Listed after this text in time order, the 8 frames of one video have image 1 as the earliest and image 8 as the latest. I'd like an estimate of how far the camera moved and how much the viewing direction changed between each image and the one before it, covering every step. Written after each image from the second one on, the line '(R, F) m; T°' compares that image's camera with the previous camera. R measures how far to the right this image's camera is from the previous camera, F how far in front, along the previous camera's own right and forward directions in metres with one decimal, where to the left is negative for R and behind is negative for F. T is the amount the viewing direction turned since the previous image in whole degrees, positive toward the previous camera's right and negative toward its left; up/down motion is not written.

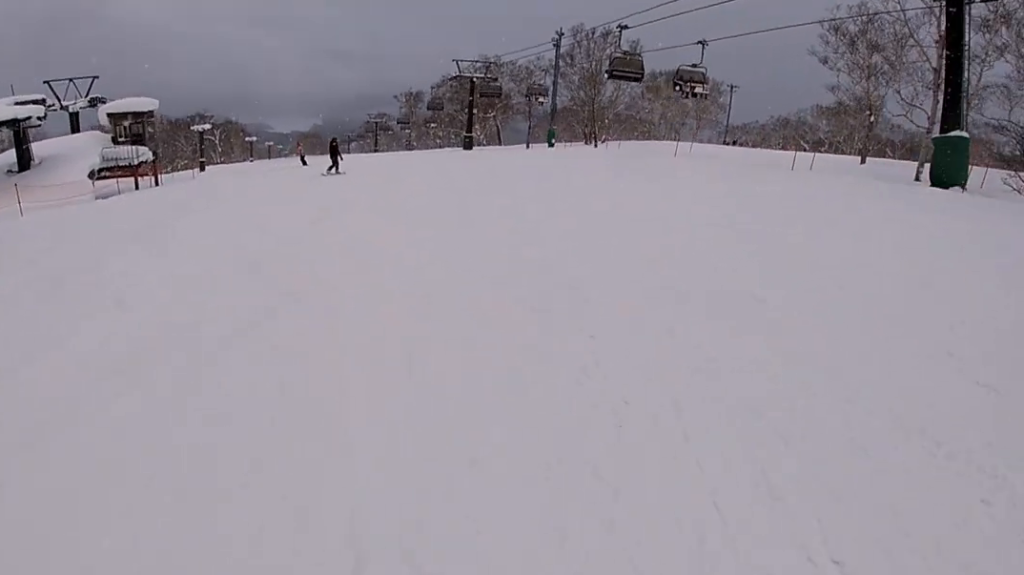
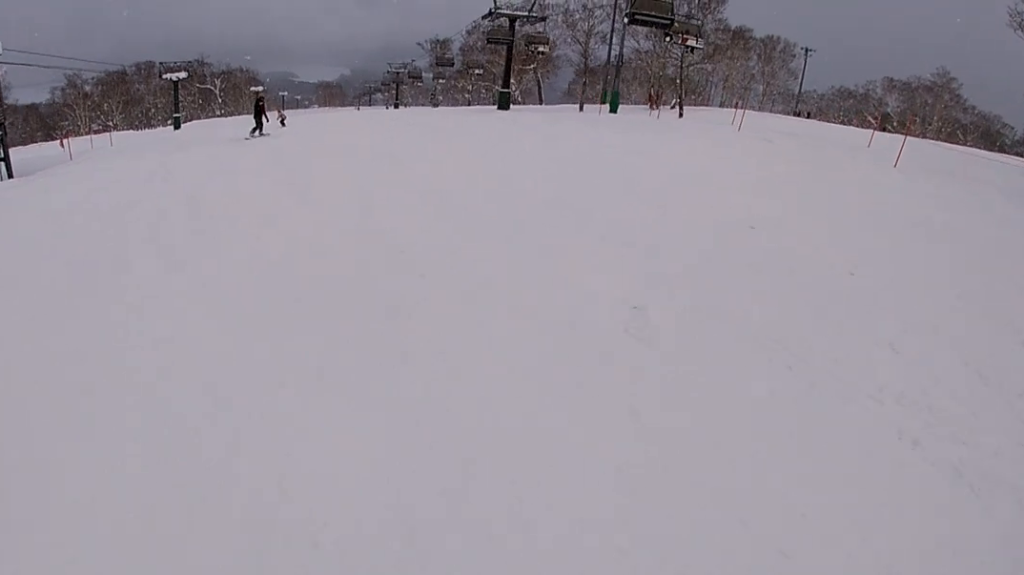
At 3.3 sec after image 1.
(-0.2, +15.7) m; -3°
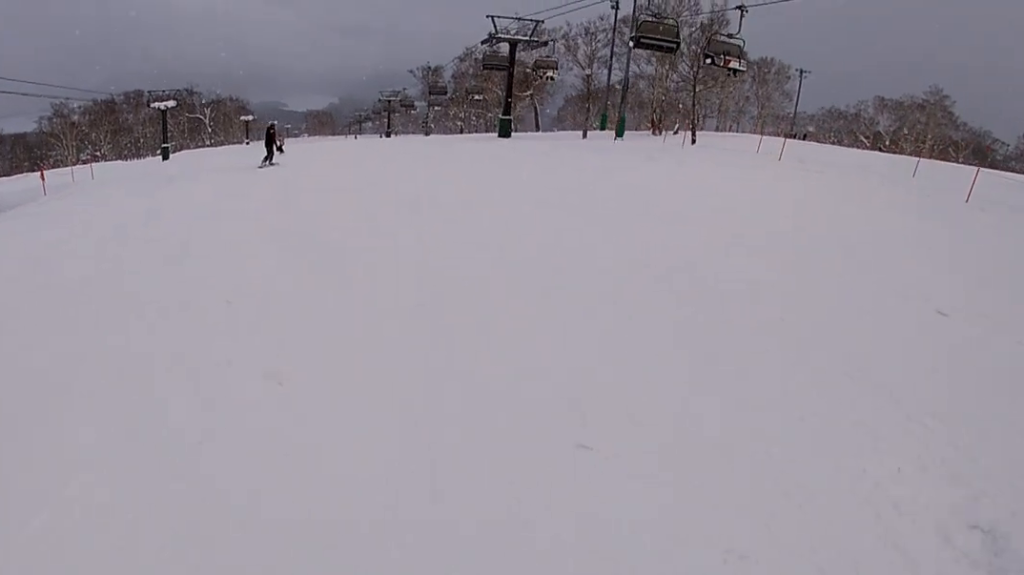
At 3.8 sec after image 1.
(-0.3, +2.8) m; +1°
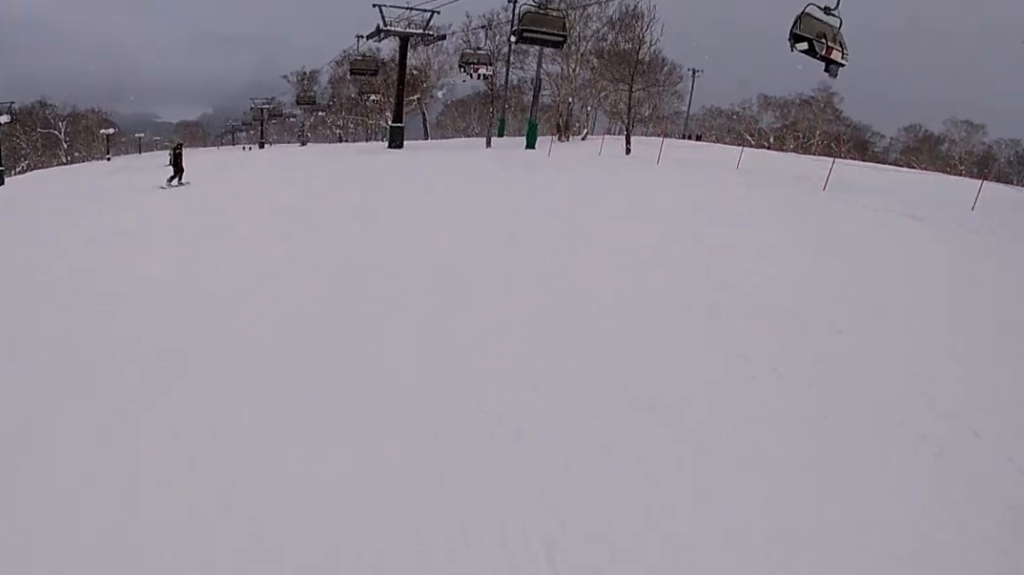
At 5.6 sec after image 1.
(+1.1, +8.5) m; +11°
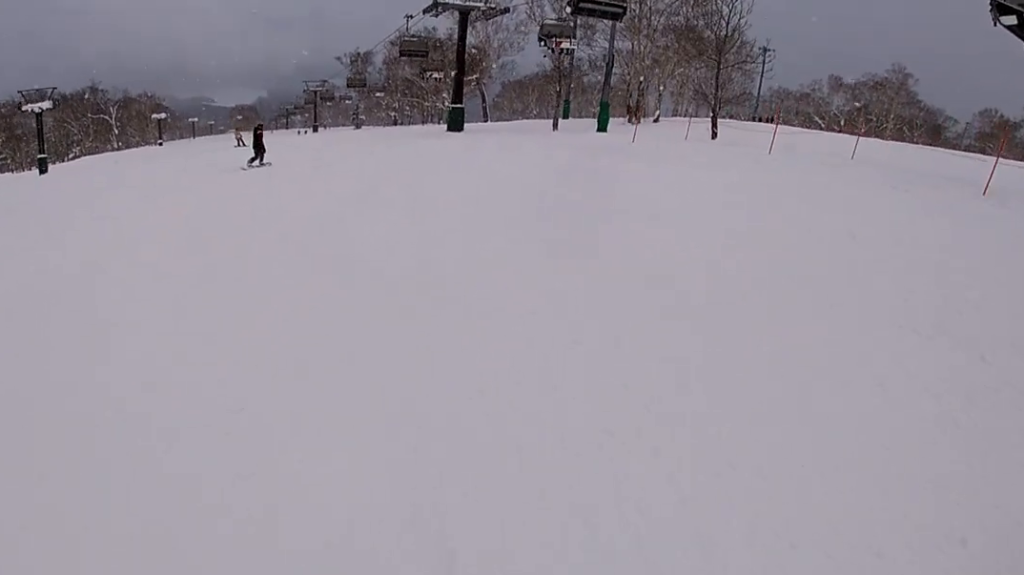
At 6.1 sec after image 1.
(+0.6, +2.9) m; -11°
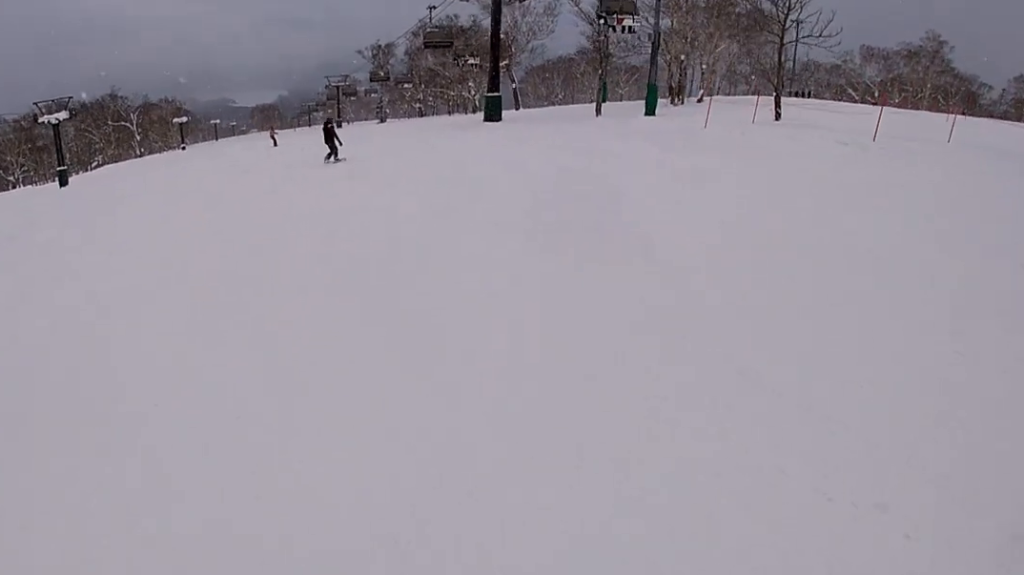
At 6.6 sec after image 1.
(-0.6, +2.4) m; -2°
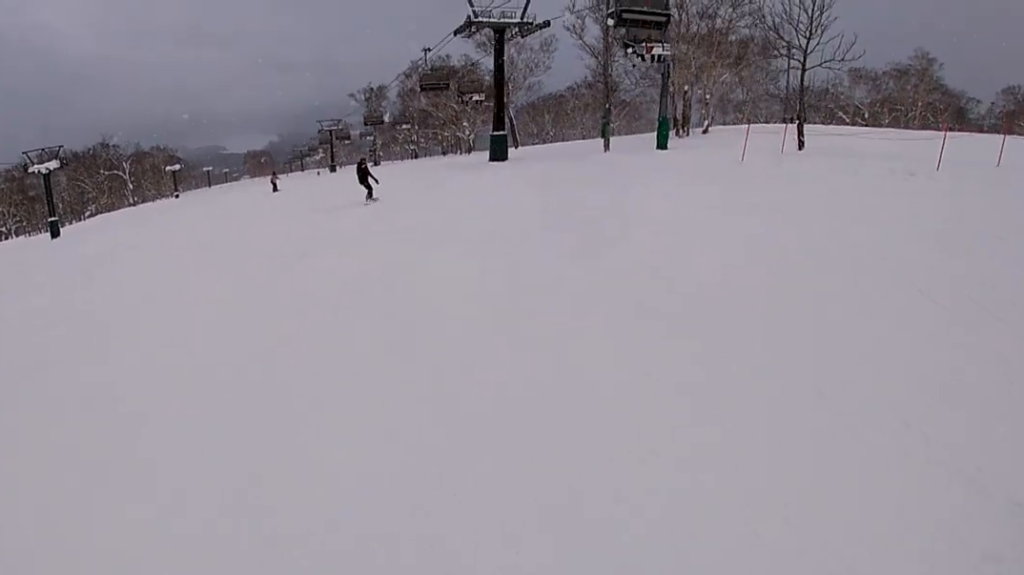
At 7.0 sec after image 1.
(-0.9, +2.0) m; +1°
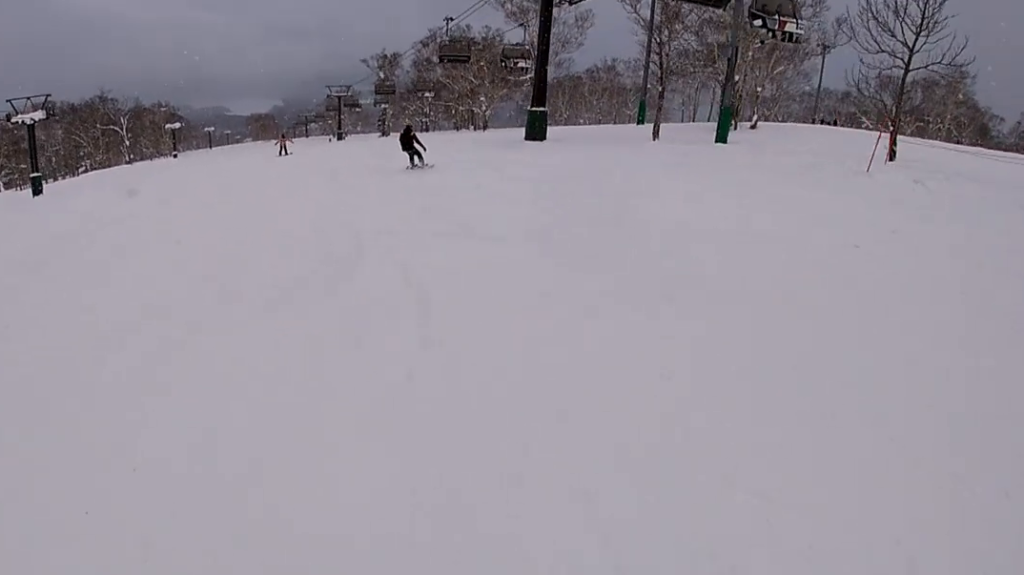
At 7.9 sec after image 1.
(+0.9, +4.0) m; +7°
